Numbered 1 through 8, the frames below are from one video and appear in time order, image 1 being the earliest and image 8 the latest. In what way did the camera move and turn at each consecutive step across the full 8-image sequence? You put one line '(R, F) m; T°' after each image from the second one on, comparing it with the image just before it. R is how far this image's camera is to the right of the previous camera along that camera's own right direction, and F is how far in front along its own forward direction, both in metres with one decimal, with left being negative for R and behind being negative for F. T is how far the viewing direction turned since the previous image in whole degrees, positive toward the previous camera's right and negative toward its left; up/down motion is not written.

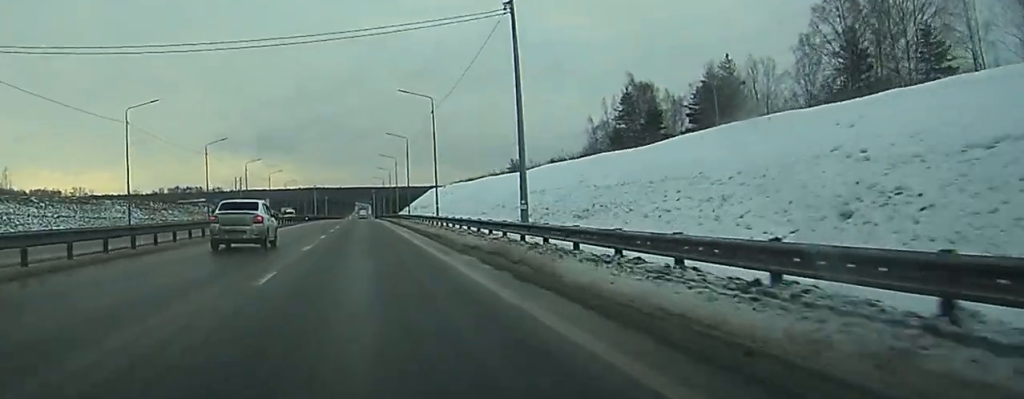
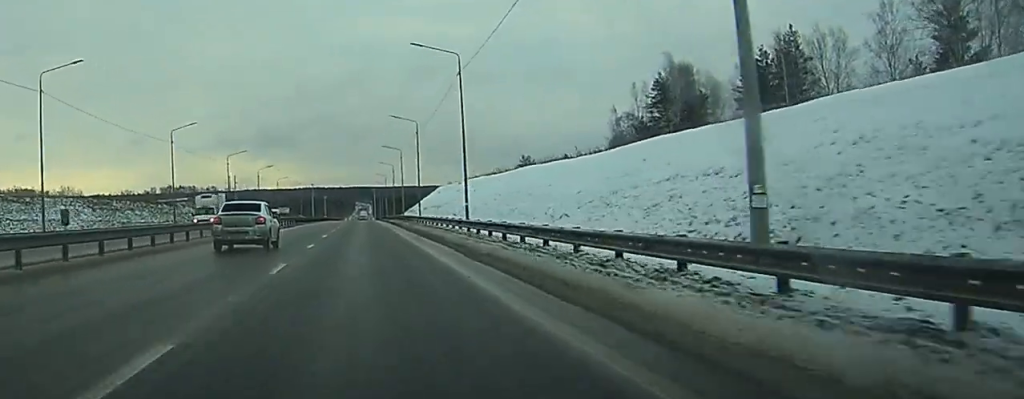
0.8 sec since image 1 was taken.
(0.0, +21.1) m; 0°
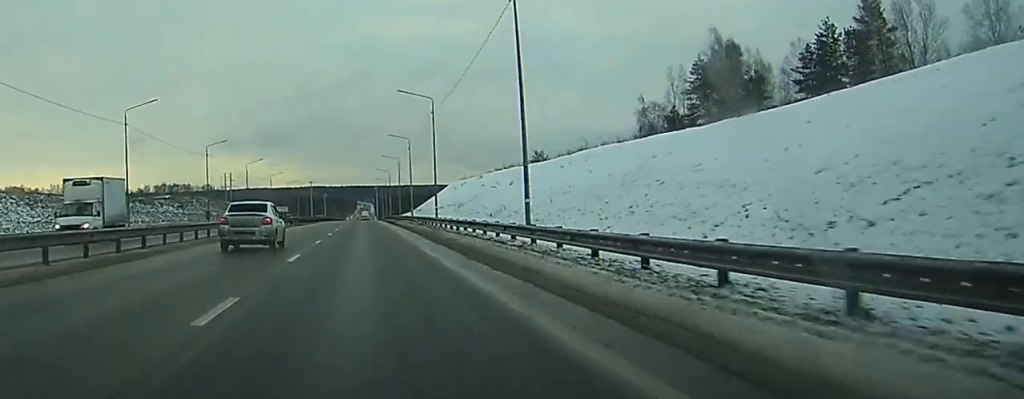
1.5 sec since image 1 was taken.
(0.0, +19.3) m; 0°
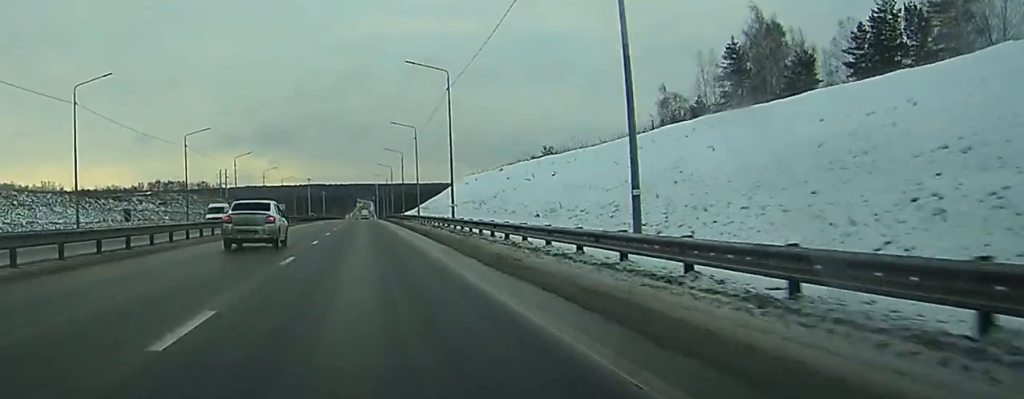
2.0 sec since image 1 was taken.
(0.0, +13.8) m; 0°
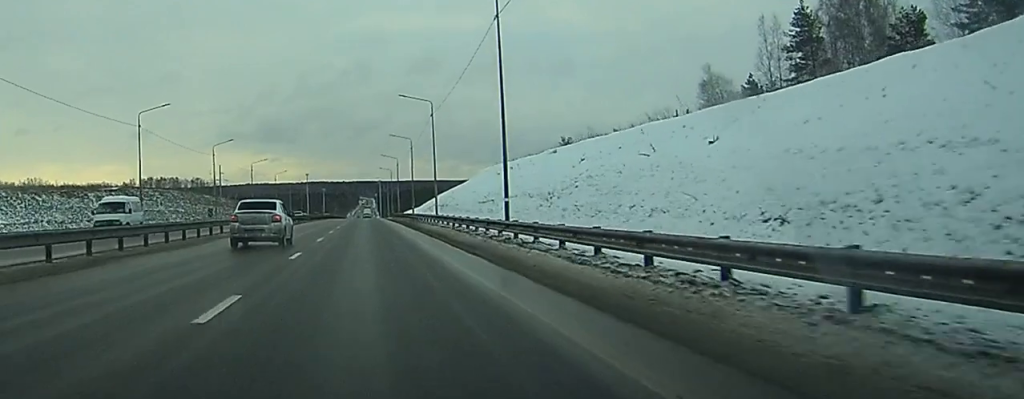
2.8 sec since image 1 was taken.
(0.0, +22.1) m; 0°
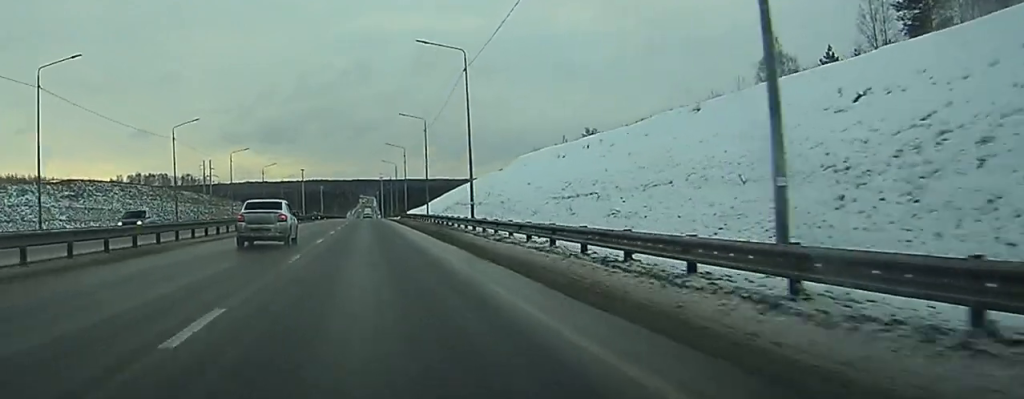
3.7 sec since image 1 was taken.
(0.0, +25.8) m; 0°
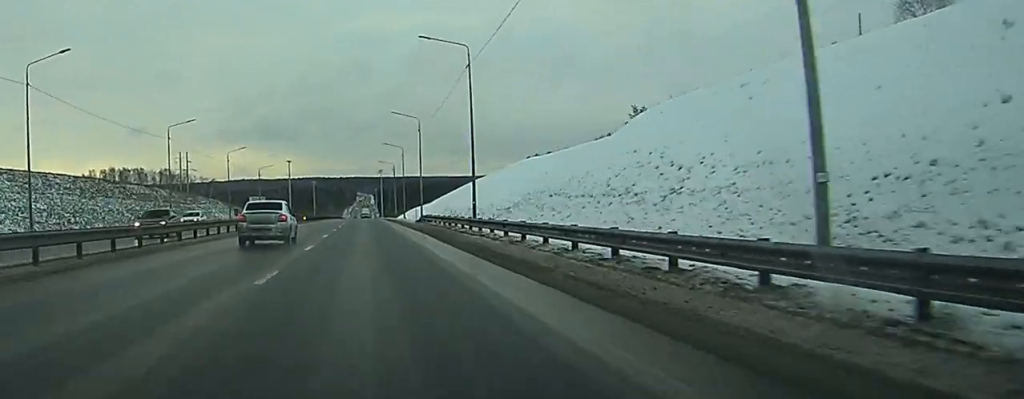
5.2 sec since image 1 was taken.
(0.0, +41.2) m; 0°
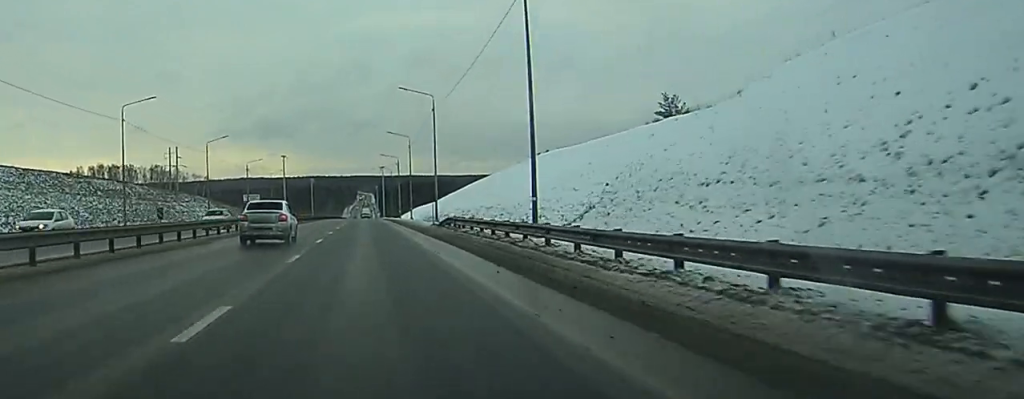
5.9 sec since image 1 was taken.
(0.0, +18.3) m; 0°
